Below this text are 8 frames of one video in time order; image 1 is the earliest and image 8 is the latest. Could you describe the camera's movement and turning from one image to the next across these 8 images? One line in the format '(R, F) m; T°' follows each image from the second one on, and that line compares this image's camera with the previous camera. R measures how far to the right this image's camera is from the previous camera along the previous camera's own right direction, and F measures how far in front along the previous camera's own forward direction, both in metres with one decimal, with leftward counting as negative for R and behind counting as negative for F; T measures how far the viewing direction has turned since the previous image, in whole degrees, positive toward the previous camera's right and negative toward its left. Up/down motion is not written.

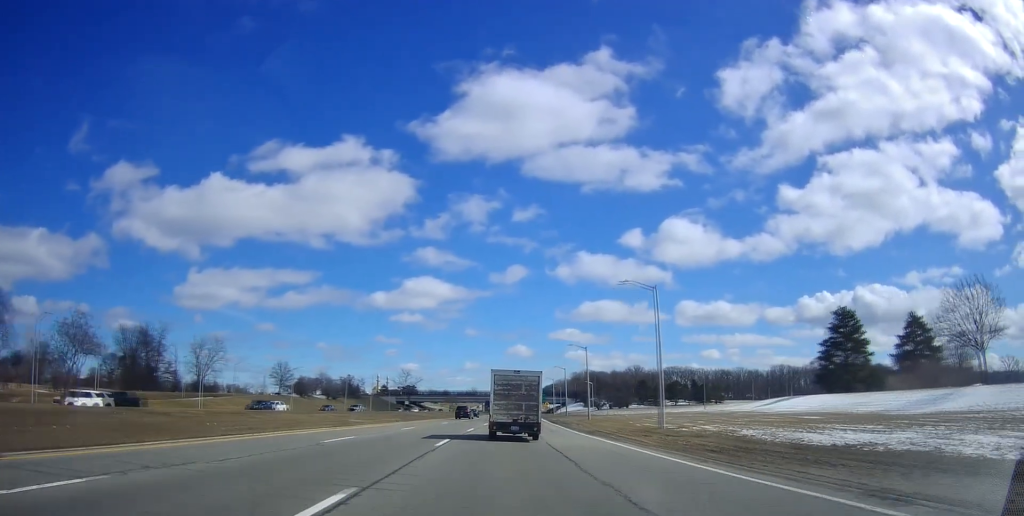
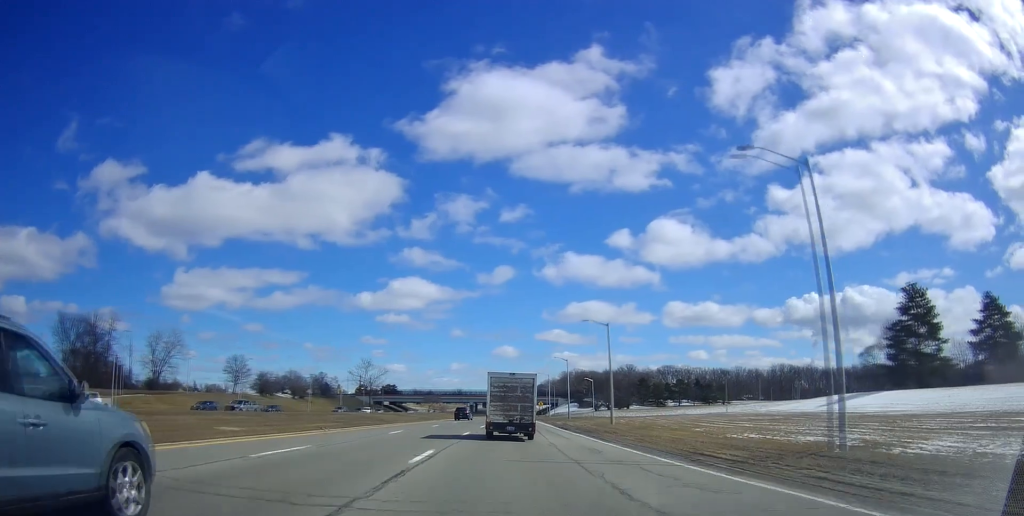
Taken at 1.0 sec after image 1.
(+0.2, +19.8) m; +1°
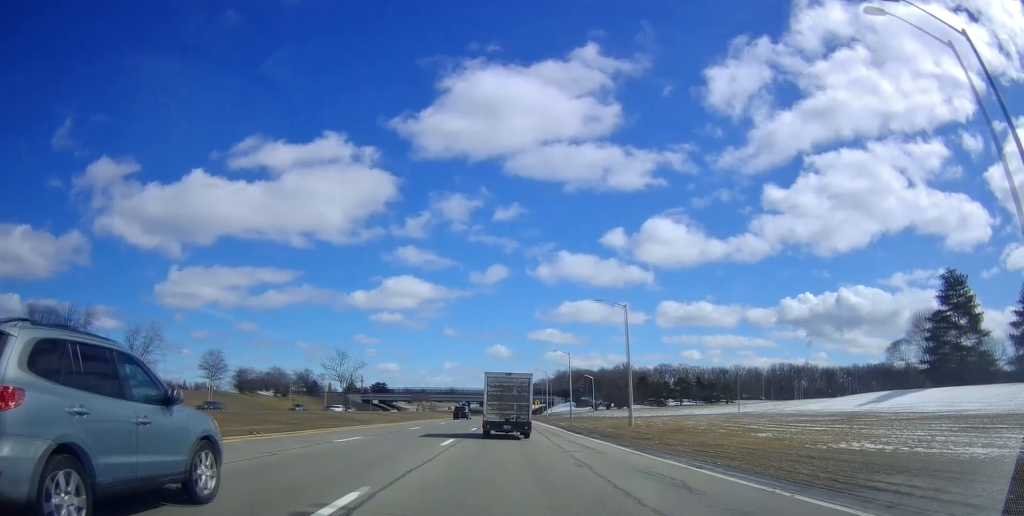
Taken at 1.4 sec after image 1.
(-0.1, +8.9) m; +1°
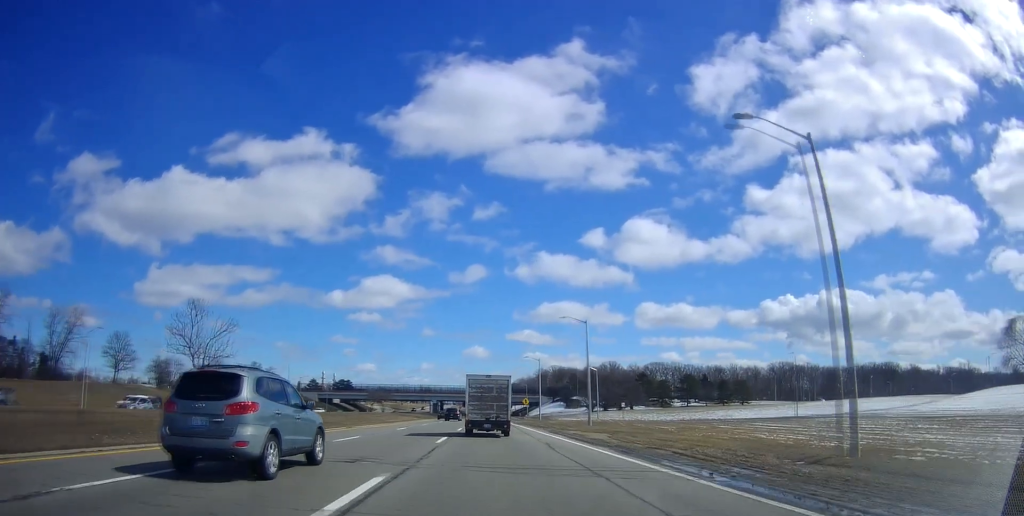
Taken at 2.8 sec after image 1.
(+0.8, +25.6) m; +3°
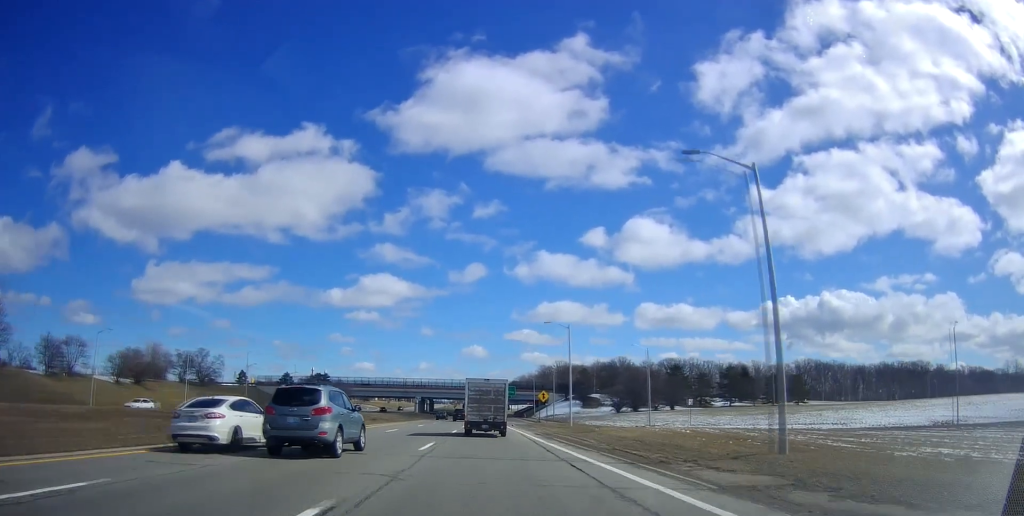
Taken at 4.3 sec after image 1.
(+0.3, +31.4) m; 0°
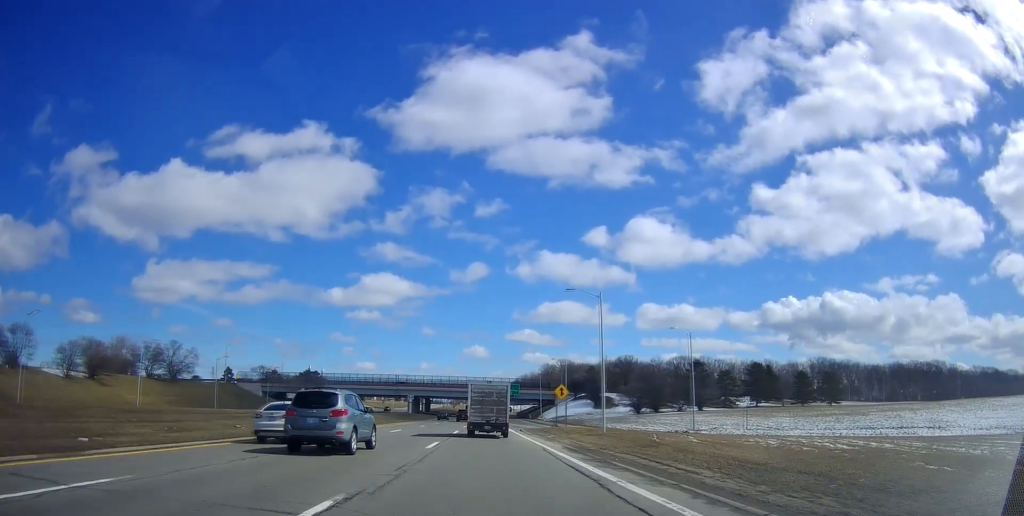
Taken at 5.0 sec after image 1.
(-0.1, +15.4) m; 0°
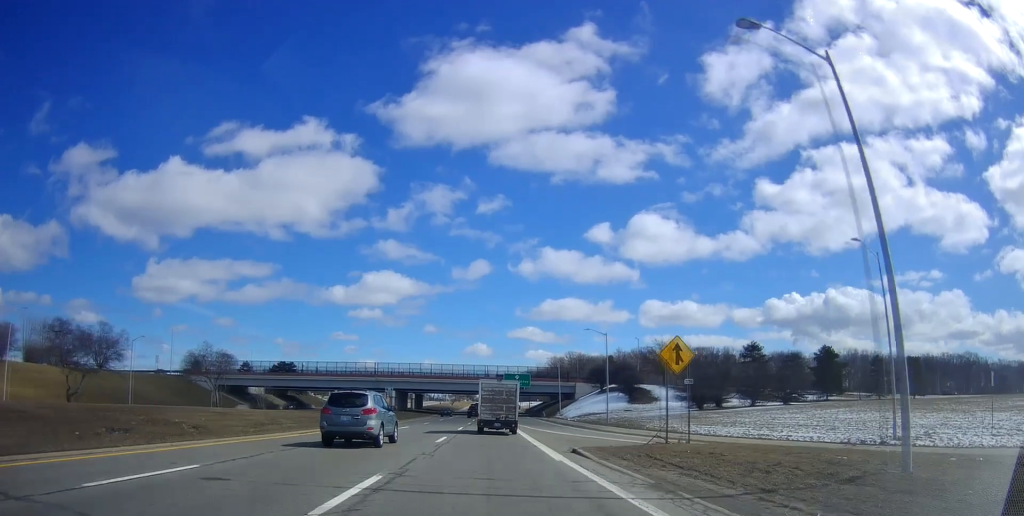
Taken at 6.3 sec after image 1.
(-0.2, +33.2) m; 0°
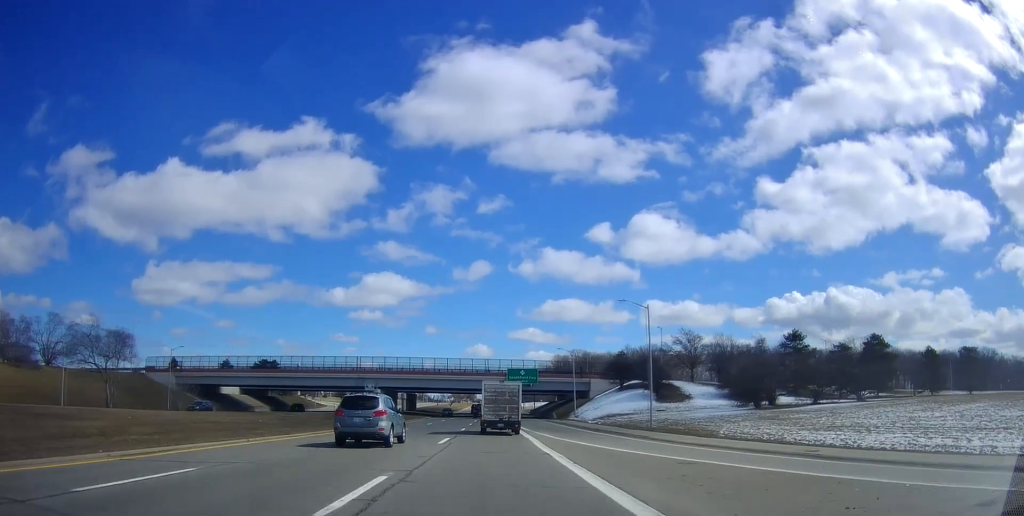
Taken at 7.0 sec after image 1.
(+0.1, +17.7) m; 0°
